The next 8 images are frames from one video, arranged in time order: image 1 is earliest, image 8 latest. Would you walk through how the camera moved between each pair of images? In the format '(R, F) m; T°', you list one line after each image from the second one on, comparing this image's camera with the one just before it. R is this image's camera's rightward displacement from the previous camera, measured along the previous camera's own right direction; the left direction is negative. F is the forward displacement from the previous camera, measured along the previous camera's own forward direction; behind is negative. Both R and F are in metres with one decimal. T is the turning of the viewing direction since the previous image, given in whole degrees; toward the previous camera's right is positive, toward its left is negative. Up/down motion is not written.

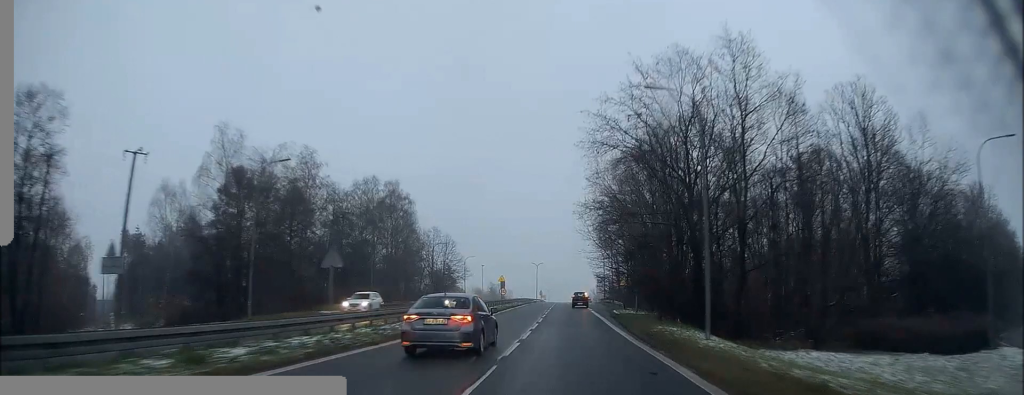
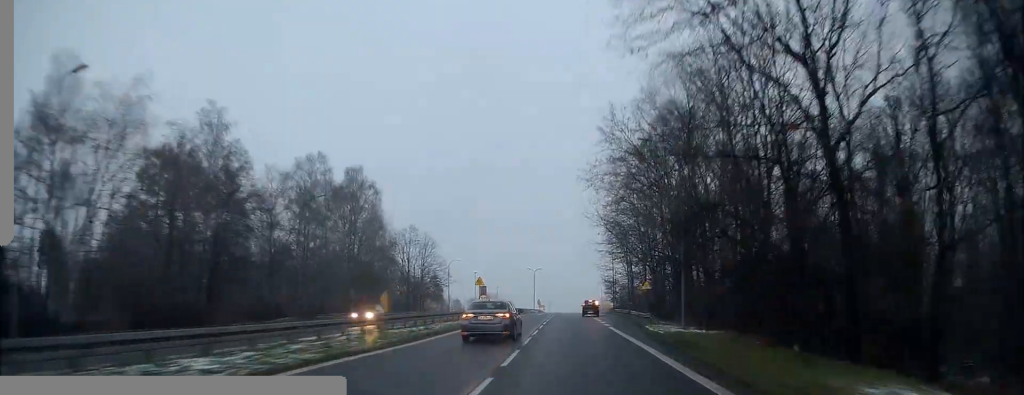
(0.0, +19.3) m; 0°
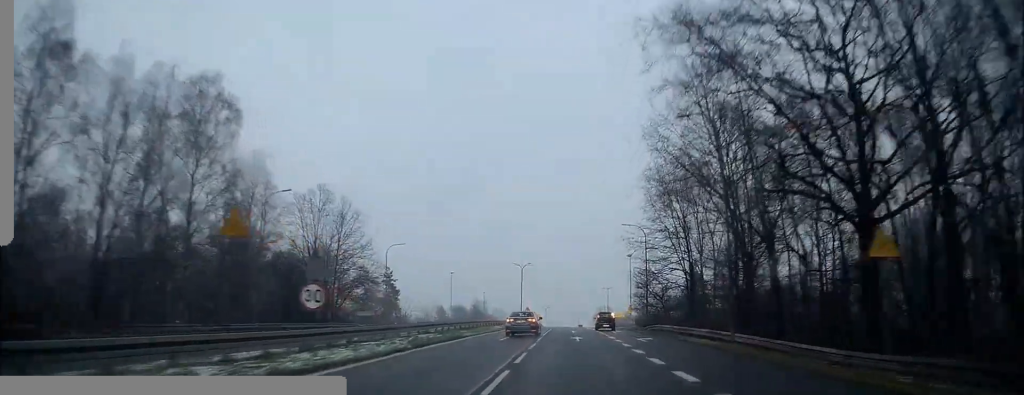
(-0.1, +39.2) m; 0°
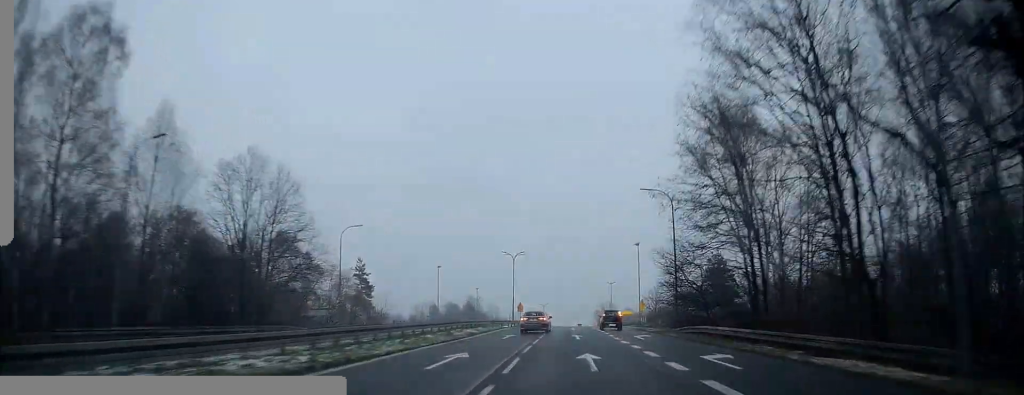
(0.0, +15.1) m; 0°
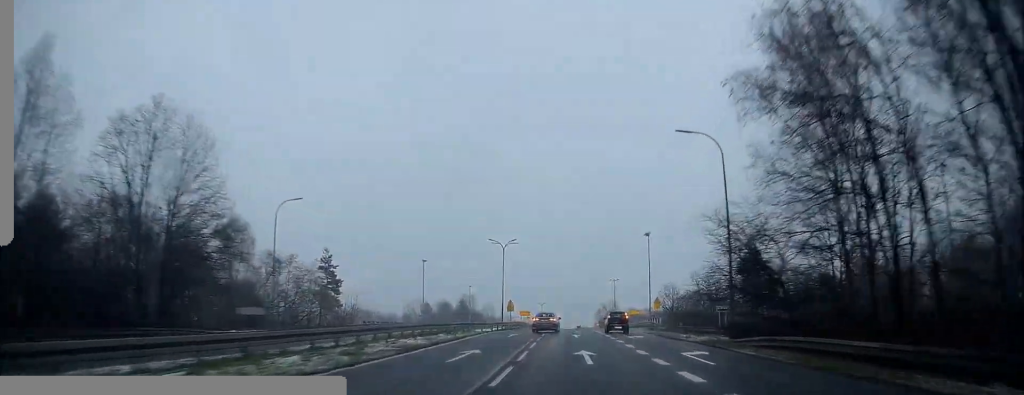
(0.0, +13.9) m; 0°
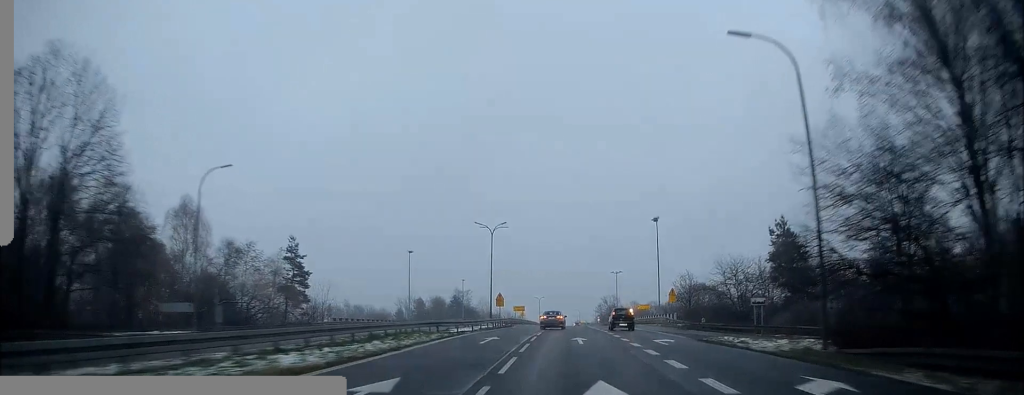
(0.0, +10.3) m; 0°
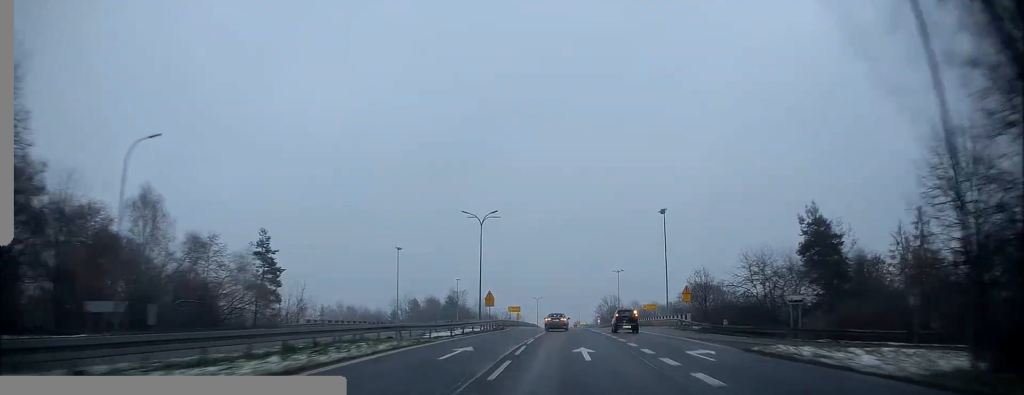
(0.0, +7.3) m; 0°
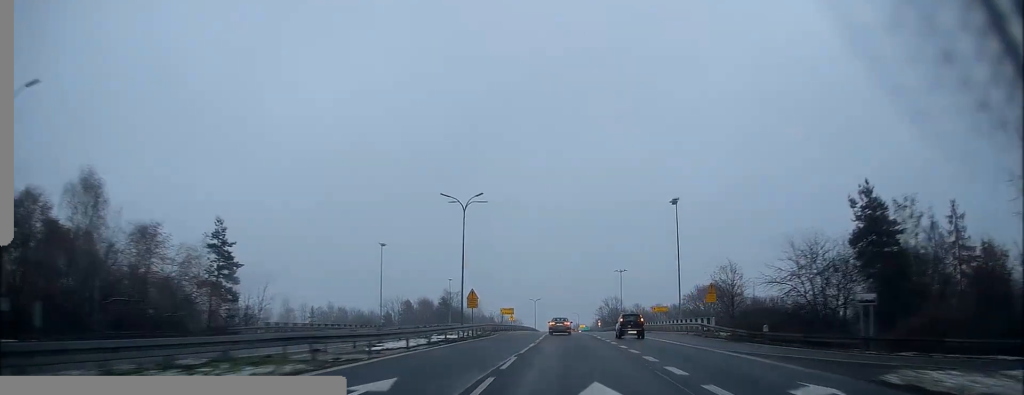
(0.0, +9.1) m; 0°
